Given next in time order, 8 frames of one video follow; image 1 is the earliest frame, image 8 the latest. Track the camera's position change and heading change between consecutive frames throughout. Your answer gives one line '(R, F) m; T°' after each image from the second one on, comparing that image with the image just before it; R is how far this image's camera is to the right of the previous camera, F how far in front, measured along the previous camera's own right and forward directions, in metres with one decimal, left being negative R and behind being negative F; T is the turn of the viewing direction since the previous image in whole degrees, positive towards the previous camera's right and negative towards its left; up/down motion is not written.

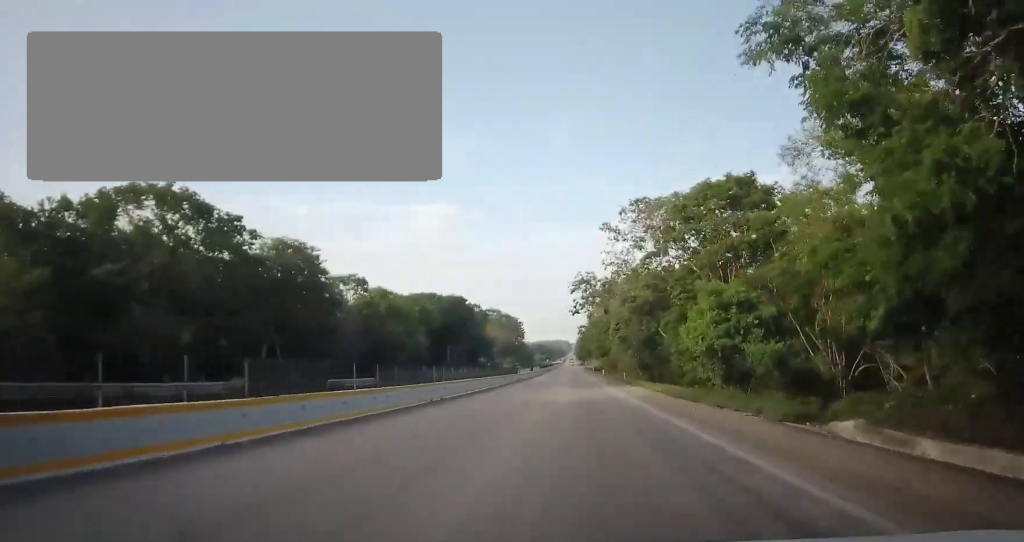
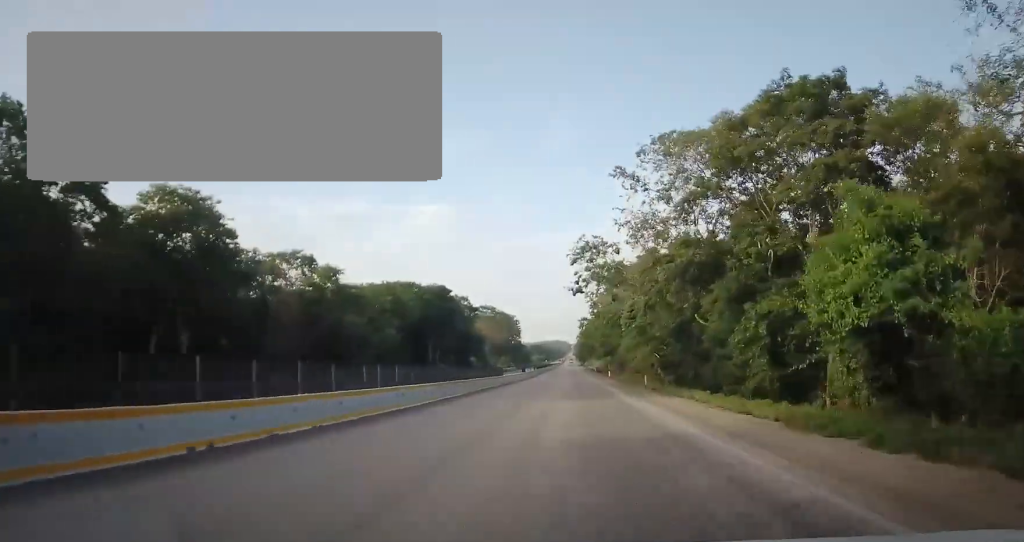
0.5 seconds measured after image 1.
(-0.2, +15.6) m; 0°
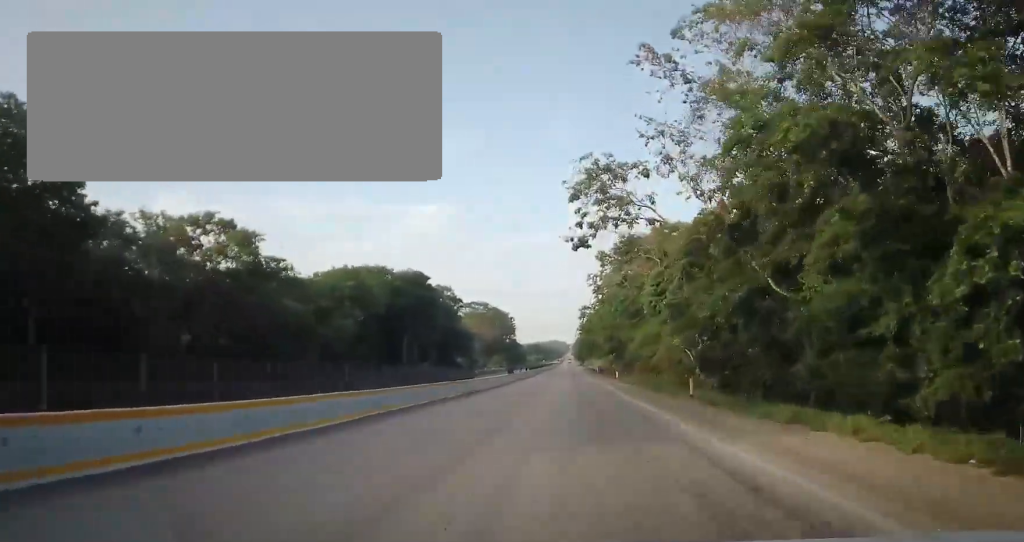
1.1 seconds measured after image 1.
(-0.2, +15.1) m; 0°
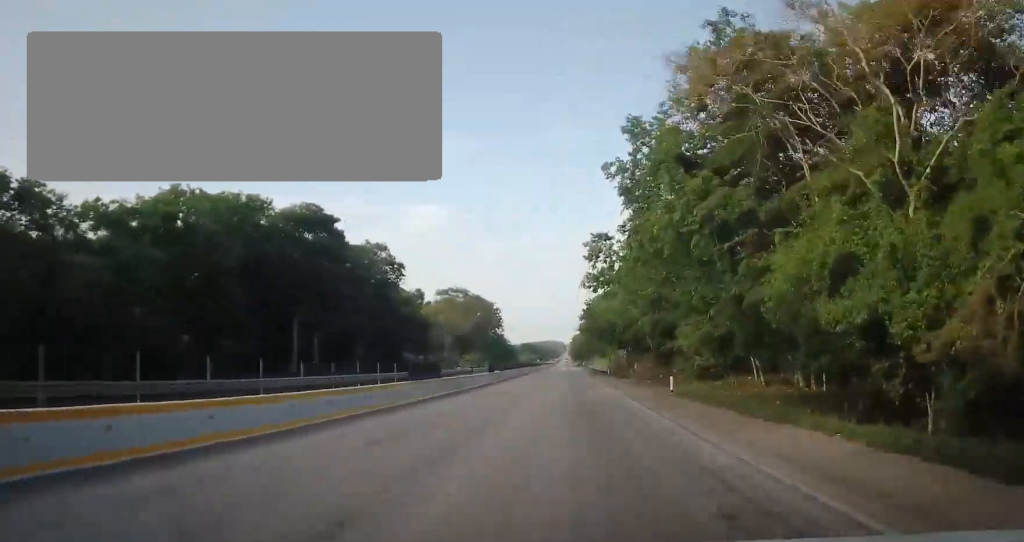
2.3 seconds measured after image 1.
(+0.7, +35.4) m; +2°
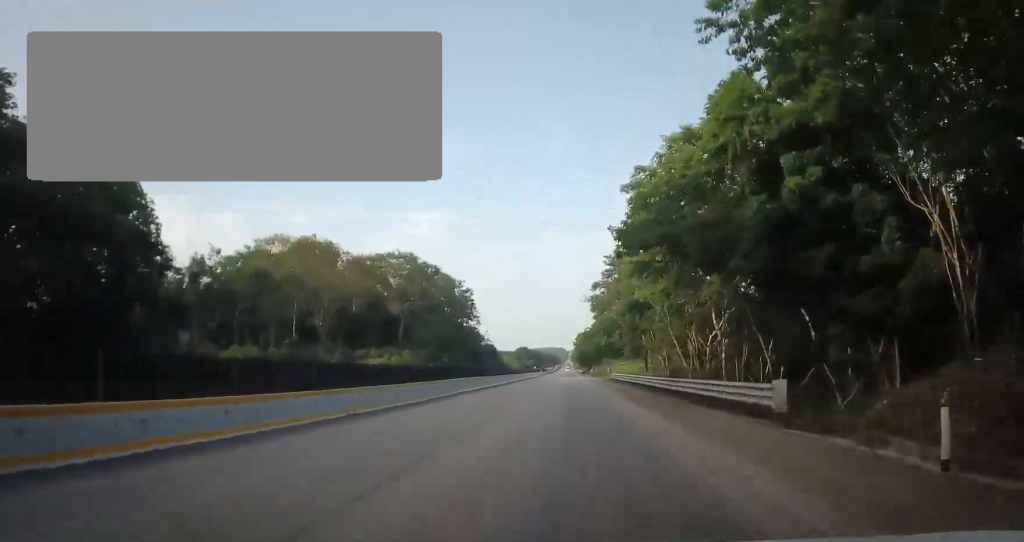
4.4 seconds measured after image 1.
(-0.9, +61.2) m; -2°
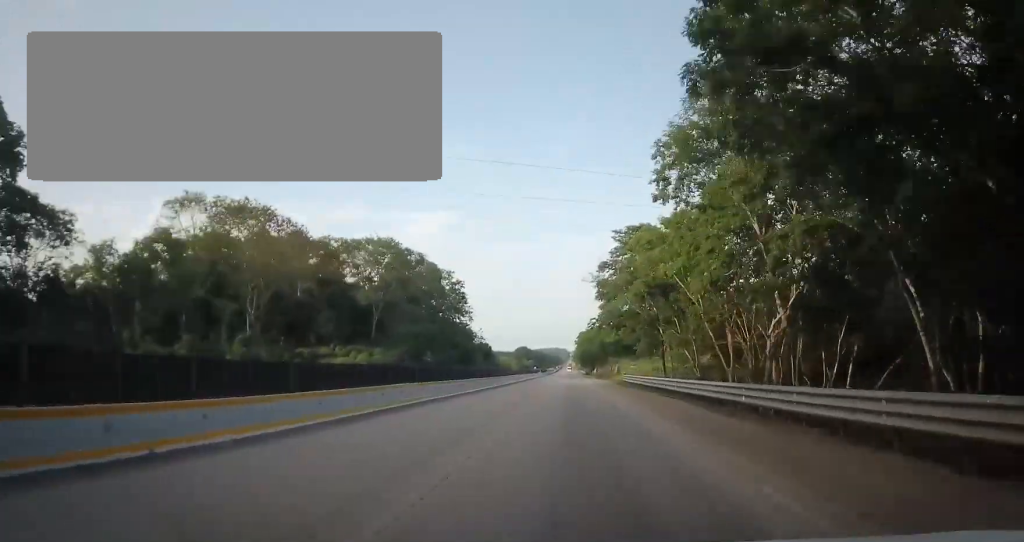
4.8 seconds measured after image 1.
(+0.2, +13.3) m; 0°
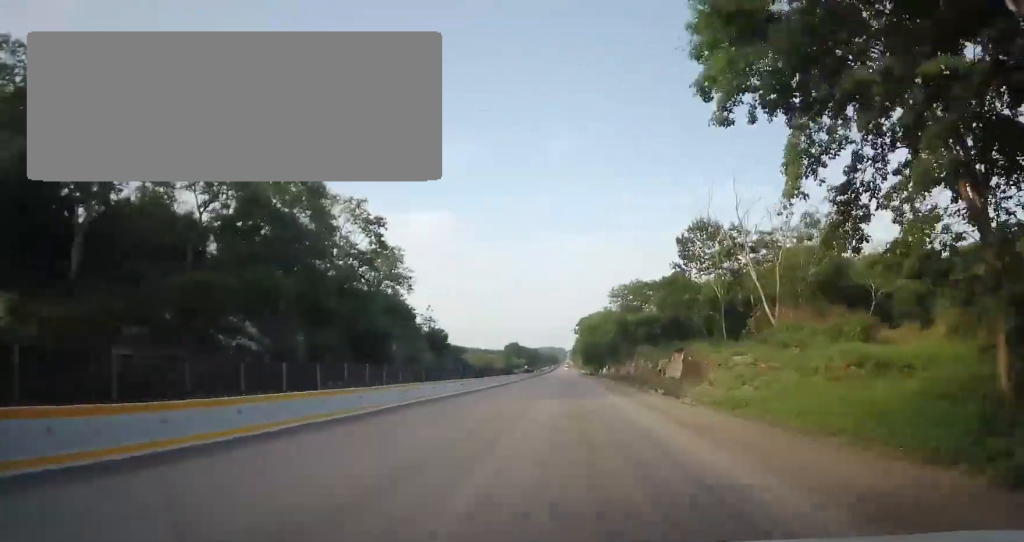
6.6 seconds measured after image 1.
(-0.5, +51.3) m; -1°
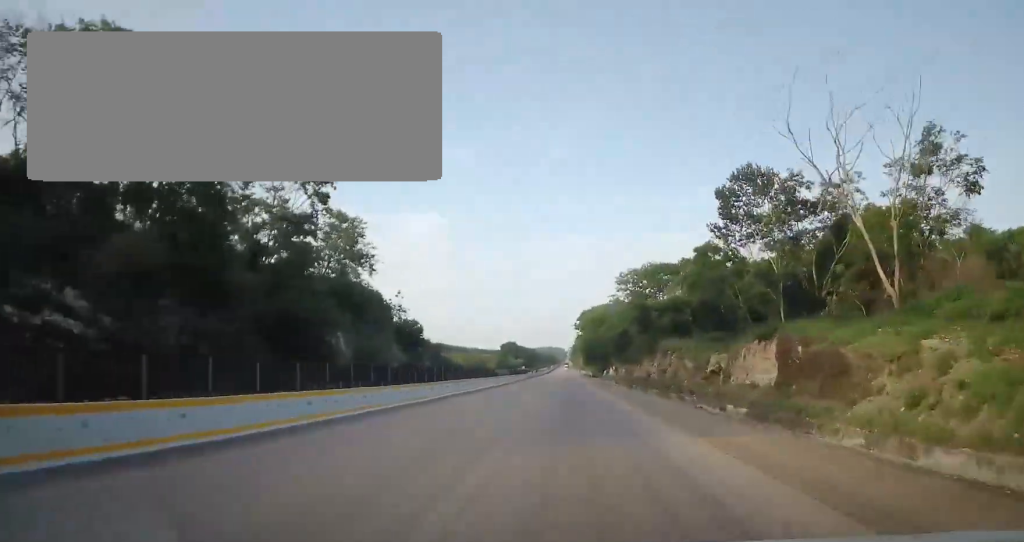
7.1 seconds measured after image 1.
(0.0, +16.8) m; 0°
